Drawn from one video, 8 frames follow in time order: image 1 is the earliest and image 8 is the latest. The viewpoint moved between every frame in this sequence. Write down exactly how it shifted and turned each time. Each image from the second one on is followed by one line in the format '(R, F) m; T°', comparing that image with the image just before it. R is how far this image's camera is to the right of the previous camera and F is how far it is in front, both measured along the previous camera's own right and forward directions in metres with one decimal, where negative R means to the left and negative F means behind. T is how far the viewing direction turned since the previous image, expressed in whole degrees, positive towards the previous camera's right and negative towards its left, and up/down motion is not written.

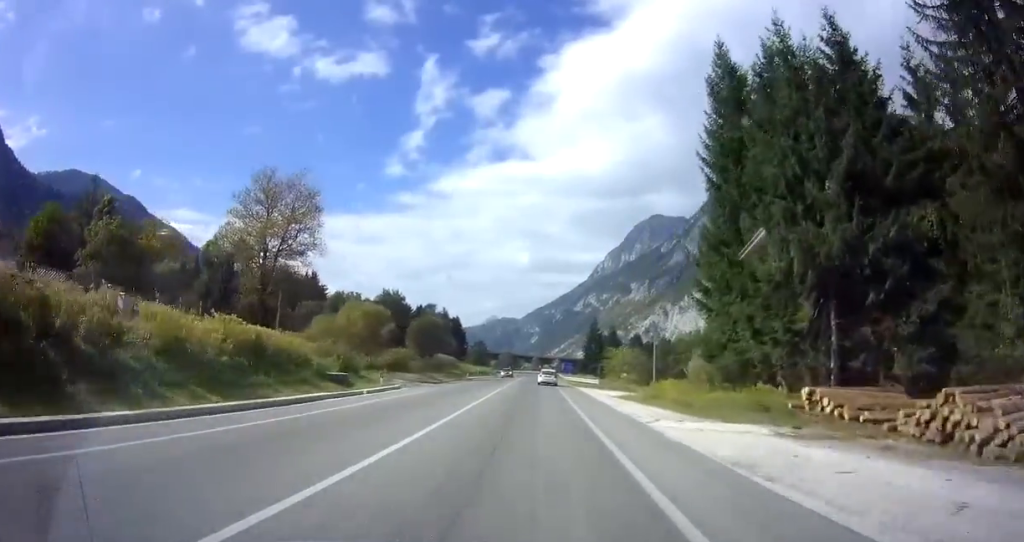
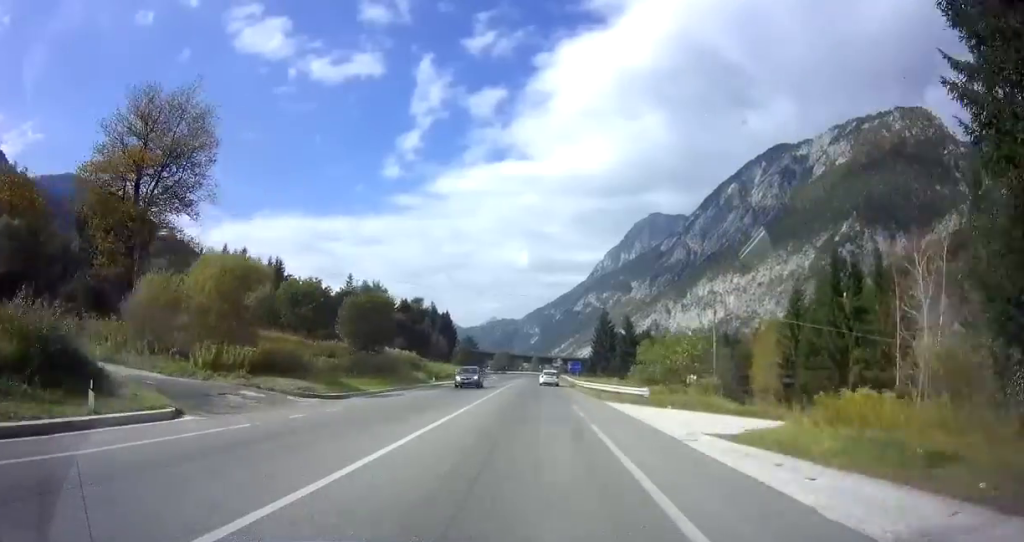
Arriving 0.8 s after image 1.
(-0.3, +21.8) m; +1°
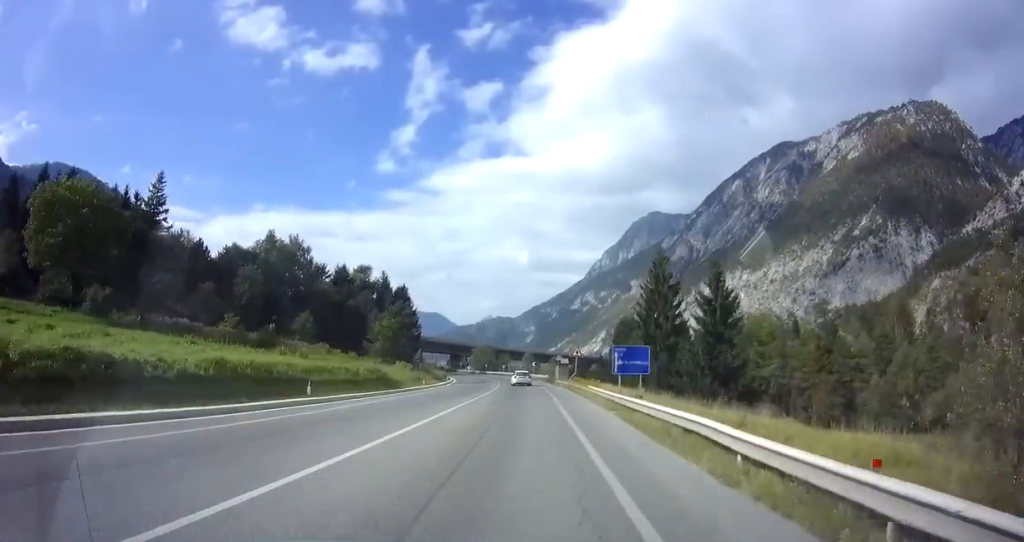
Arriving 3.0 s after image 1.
(+0.7, +55.7) m; -1°
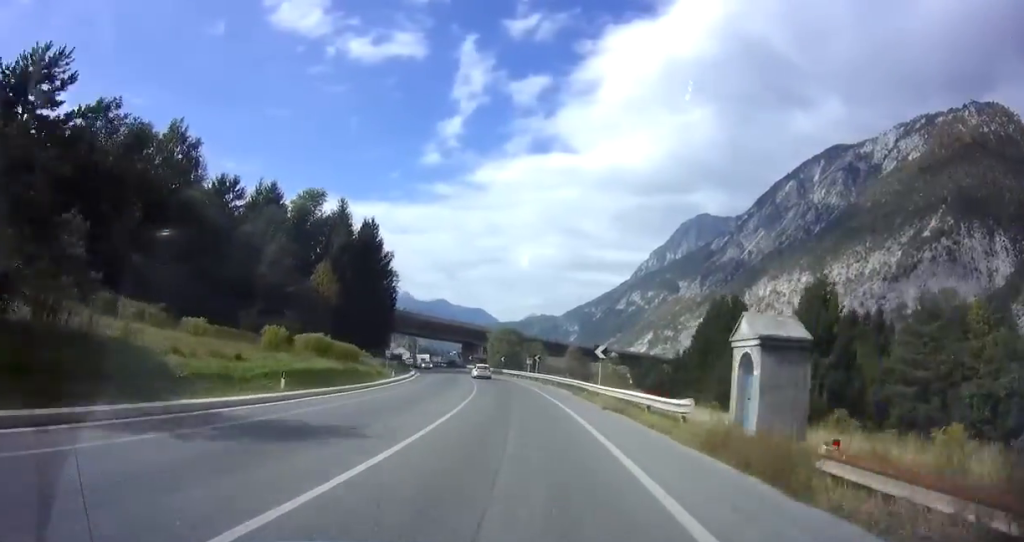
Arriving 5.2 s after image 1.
(-1.2, +54.4) m; -5°
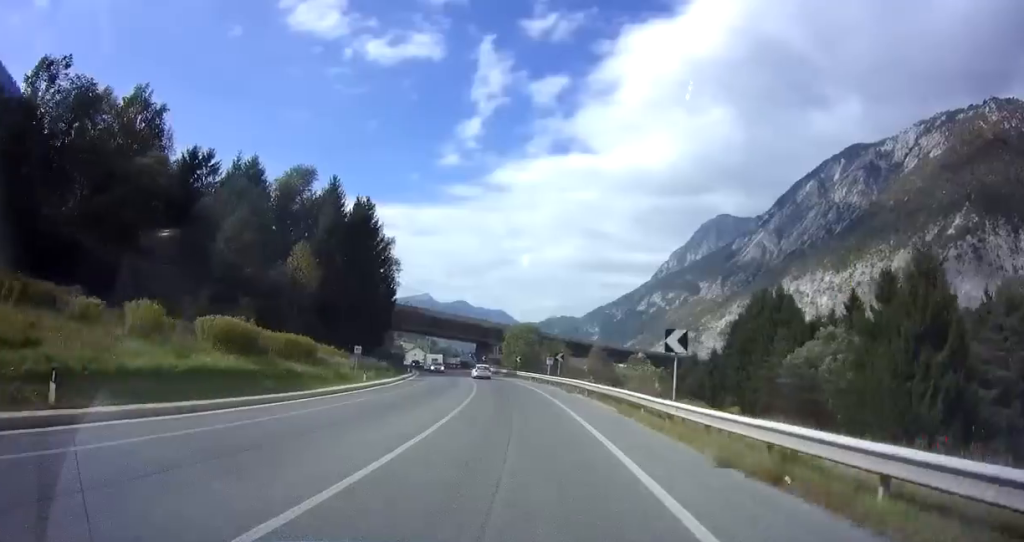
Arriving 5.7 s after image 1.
(0.0, +11.3) m; -2°
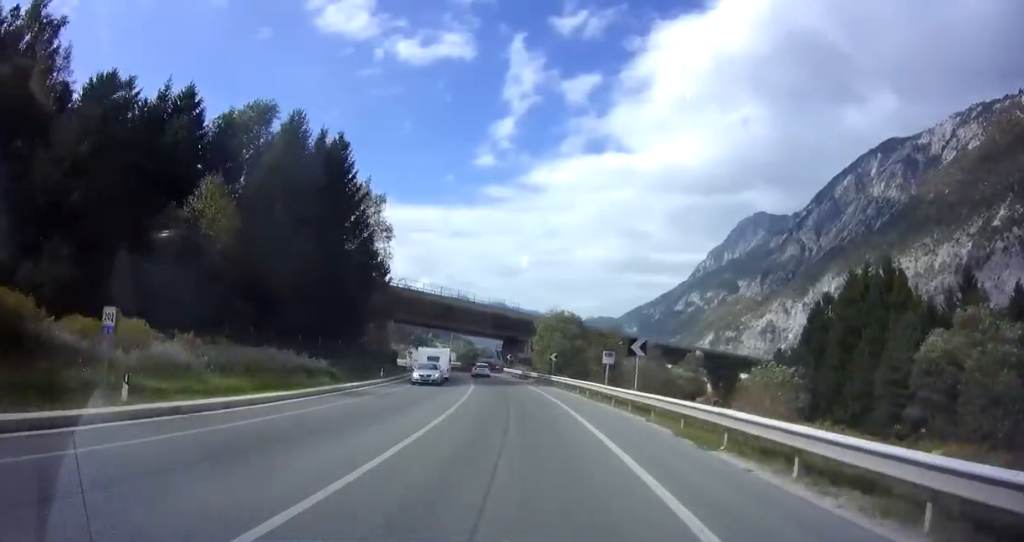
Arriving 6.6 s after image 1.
(-1.1, +21.0) m; -4°
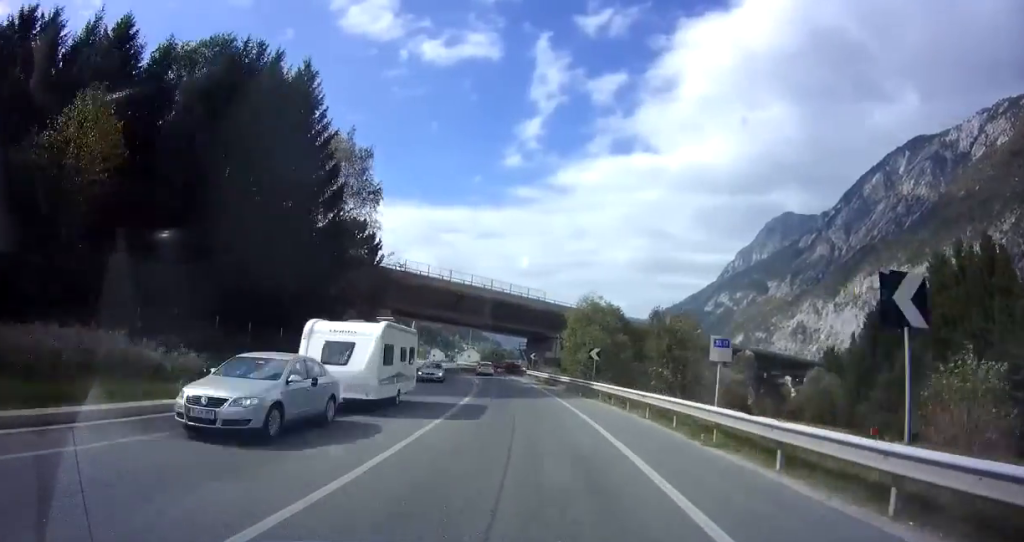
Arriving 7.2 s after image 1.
(-0.3, +13.6) m; -2°
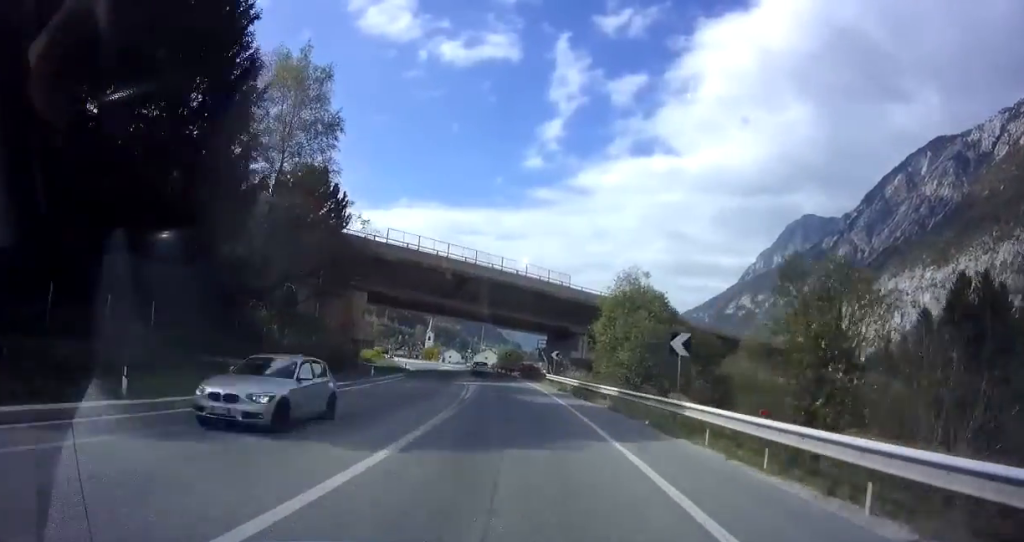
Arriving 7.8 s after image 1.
(0.0, +14.2) m; -2°
